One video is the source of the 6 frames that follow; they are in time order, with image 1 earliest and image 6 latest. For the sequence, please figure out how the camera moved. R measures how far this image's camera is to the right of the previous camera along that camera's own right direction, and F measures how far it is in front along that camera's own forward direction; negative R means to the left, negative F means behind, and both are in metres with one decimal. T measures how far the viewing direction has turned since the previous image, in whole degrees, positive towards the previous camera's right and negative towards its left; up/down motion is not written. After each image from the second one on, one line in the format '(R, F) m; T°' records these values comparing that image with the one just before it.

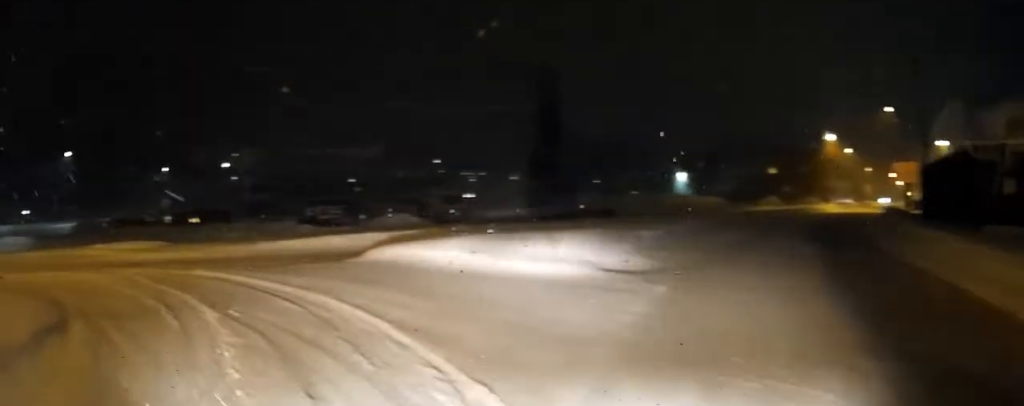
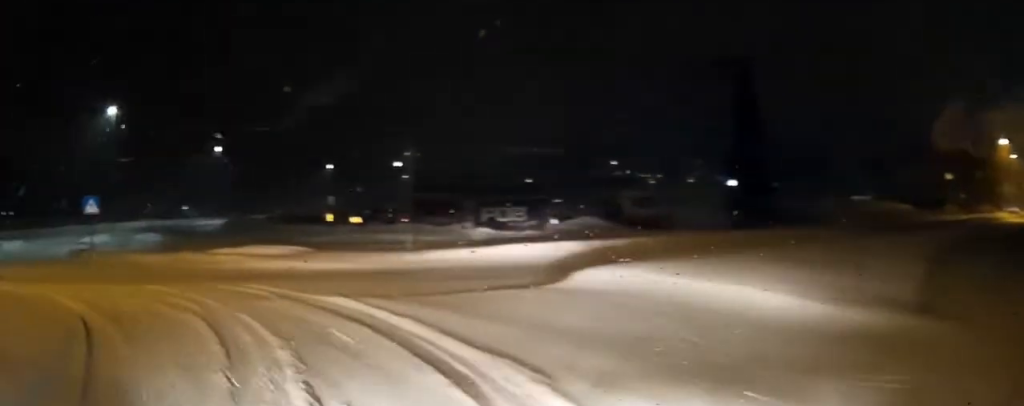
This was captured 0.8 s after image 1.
(-0.7, +3.5) m; -17°
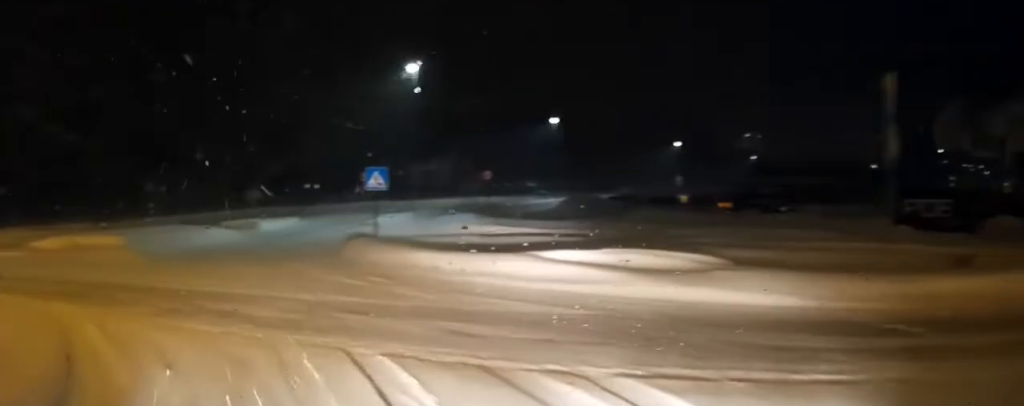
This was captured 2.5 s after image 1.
(-1.8, +7.4) m; -26°
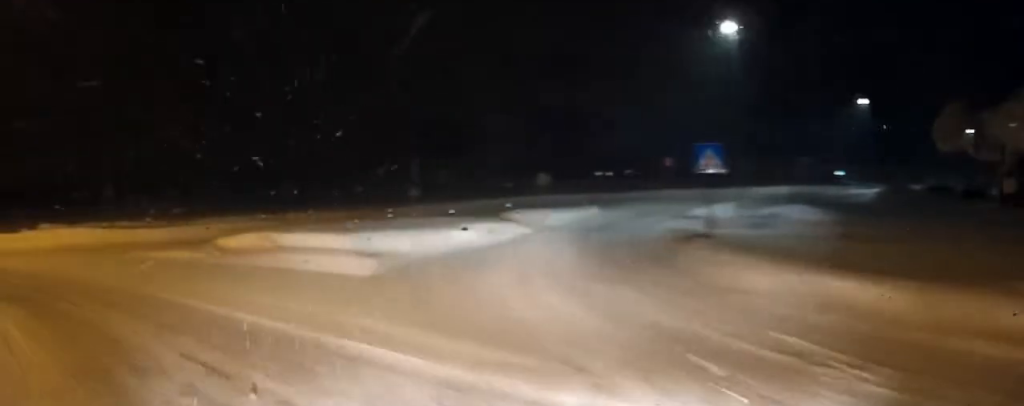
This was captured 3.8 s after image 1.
(-1.2, +5.7) m; -25°
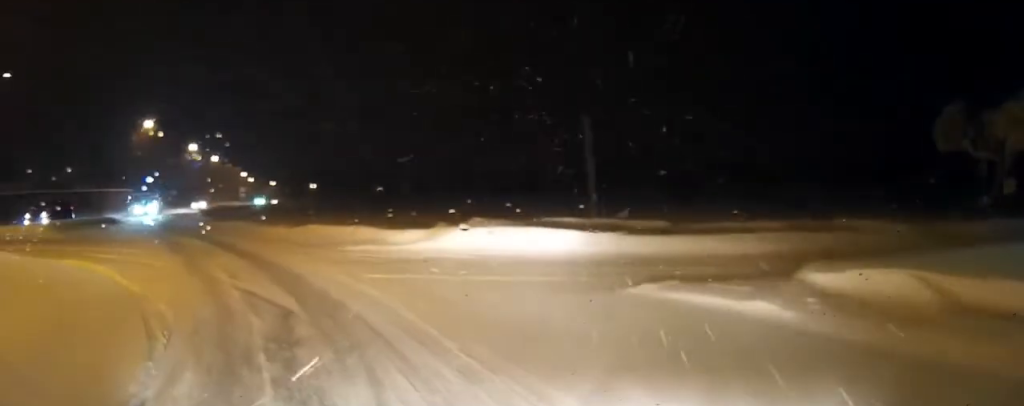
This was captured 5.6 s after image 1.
(-2.5, +7.5) m; -36°
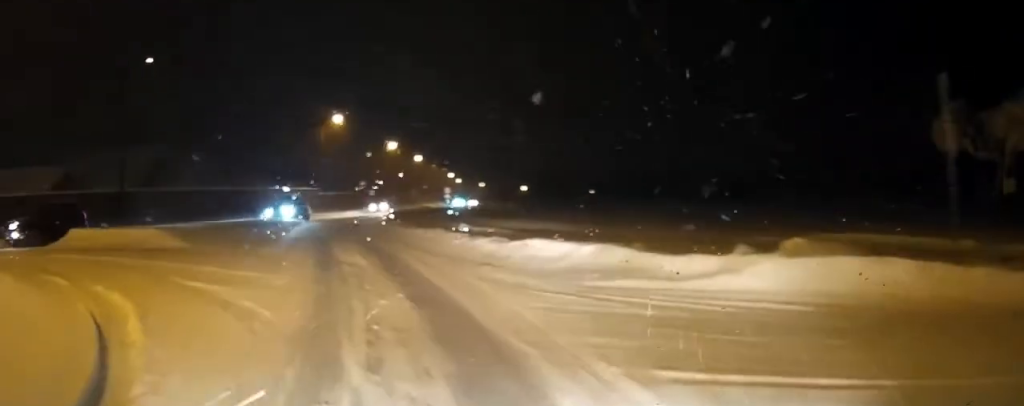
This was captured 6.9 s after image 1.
(-1.2, +6.0) m; -19°
